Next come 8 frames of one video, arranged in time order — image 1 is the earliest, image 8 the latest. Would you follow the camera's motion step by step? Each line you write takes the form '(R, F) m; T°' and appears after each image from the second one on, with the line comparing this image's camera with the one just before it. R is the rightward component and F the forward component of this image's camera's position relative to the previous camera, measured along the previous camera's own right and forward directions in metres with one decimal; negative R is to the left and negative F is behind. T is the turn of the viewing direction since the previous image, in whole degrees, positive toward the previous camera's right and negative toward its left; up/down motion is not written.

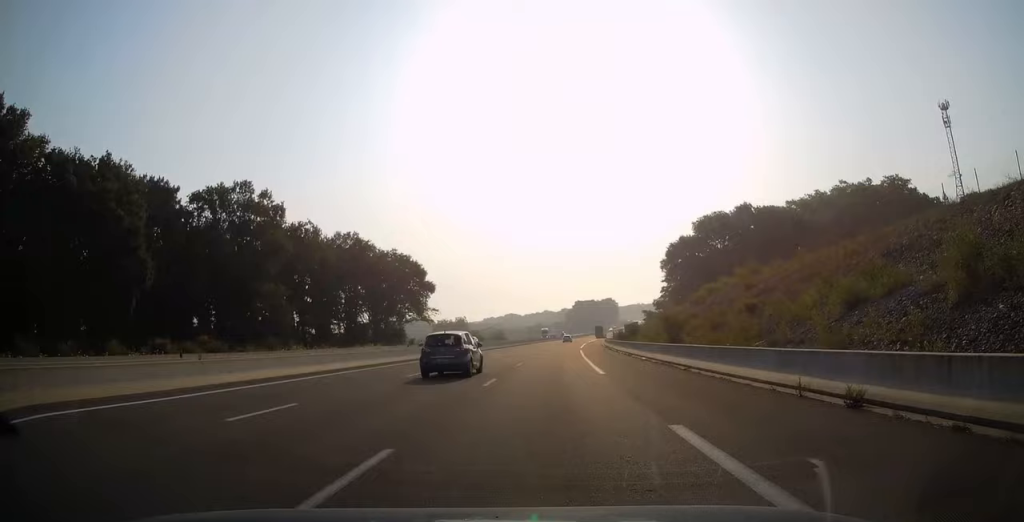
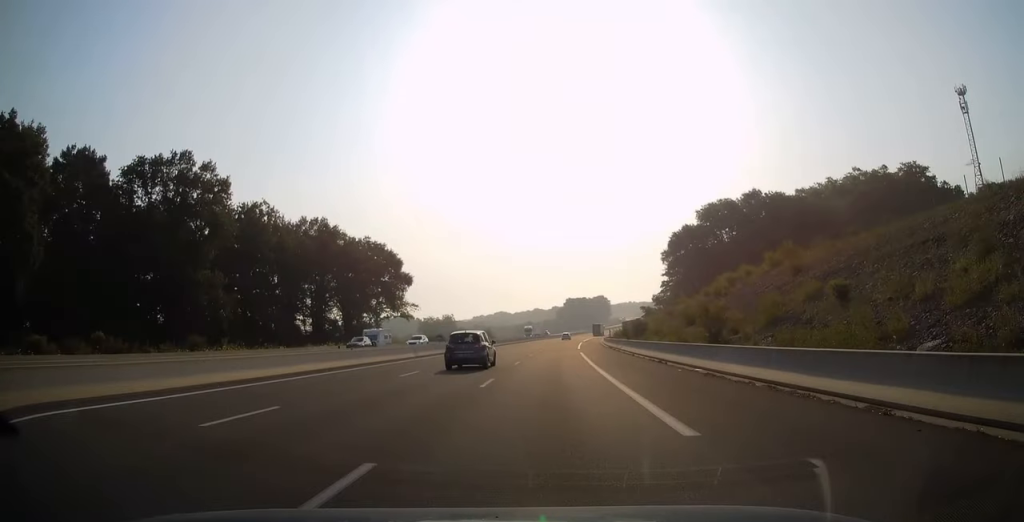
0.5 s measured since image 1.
(0.0, +13.9) m; 0°
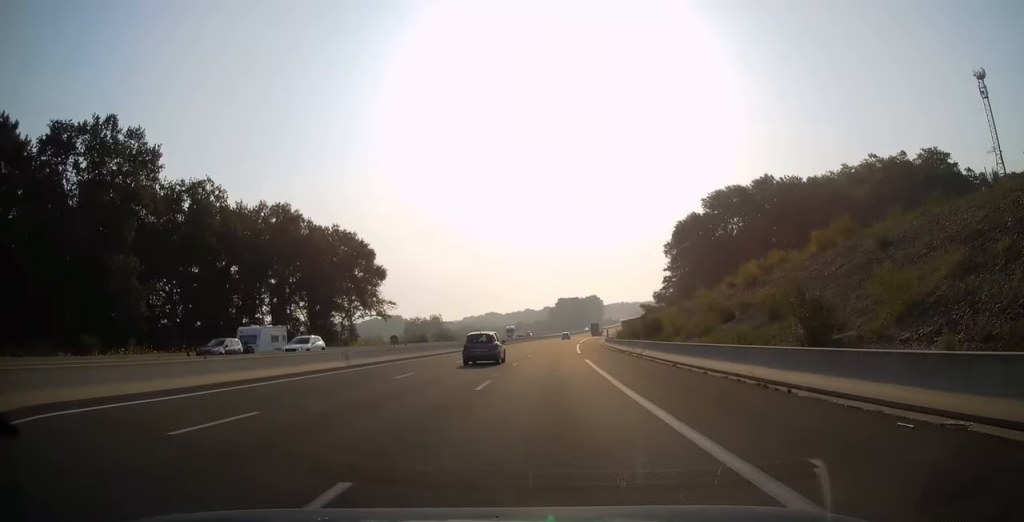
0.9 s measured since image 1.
(0.0, +13.8) m; +1°
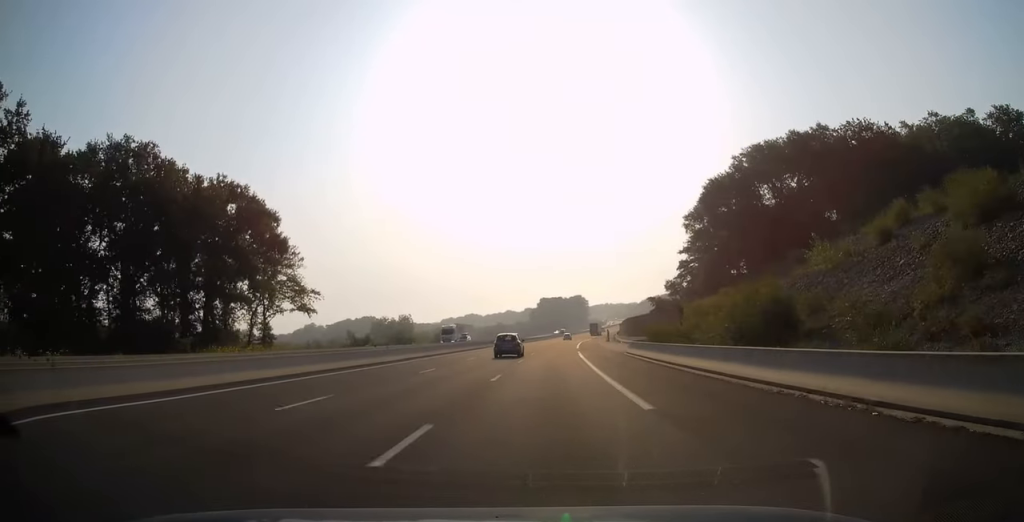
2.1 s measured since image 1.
(+0.6, +35.2) m; +2°
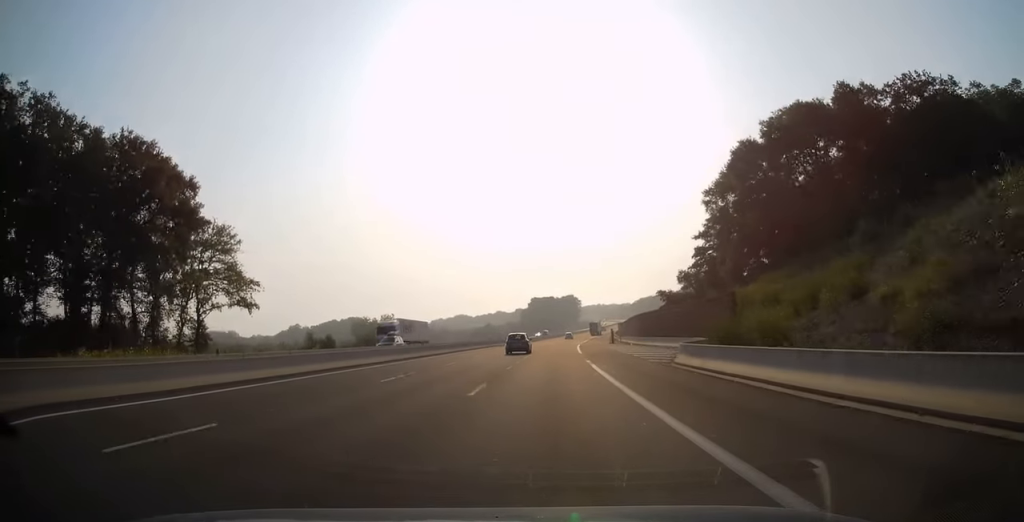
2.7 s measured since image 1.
(+0.1, +18.3) m; +1°
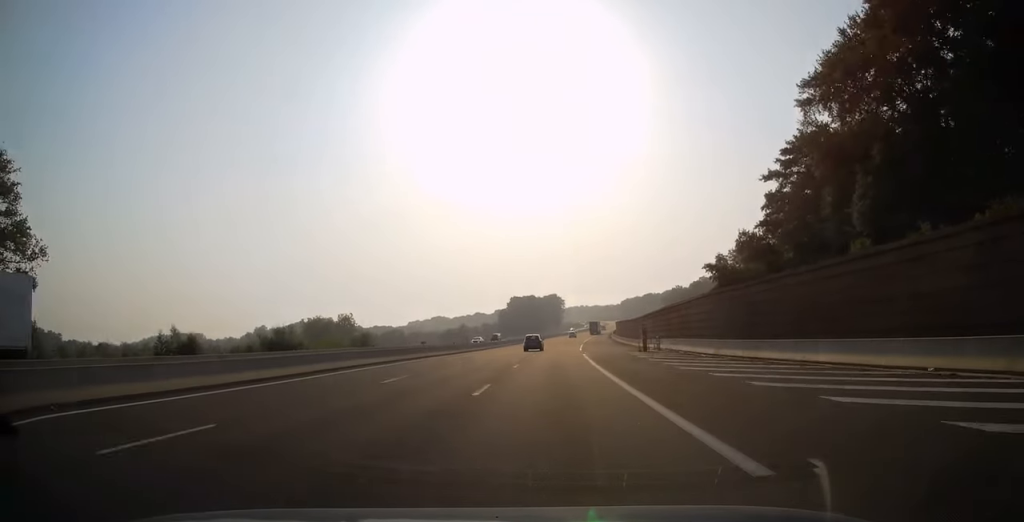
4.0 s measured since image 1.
(+0.9, +39.0) m; +2°
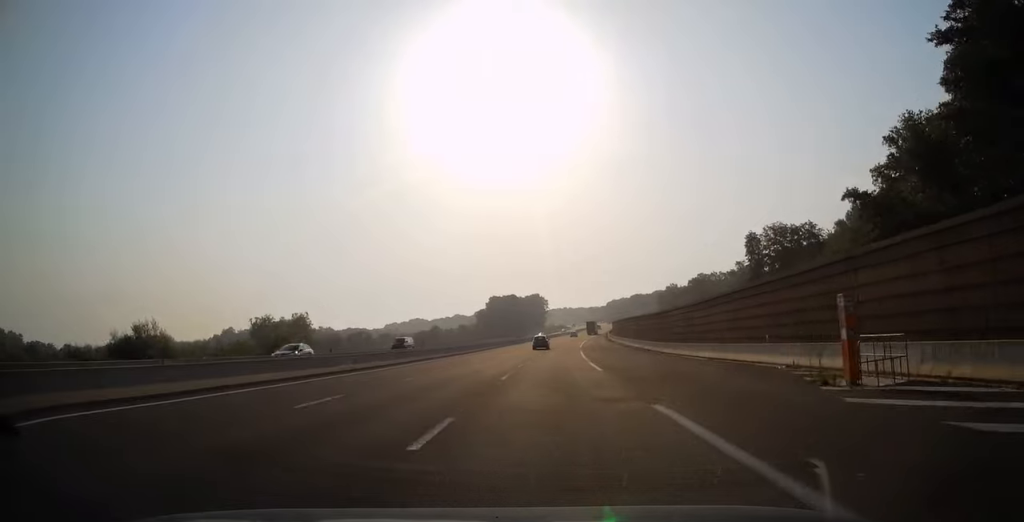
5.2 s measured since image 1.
(+0.6, +33.1) m; +2°
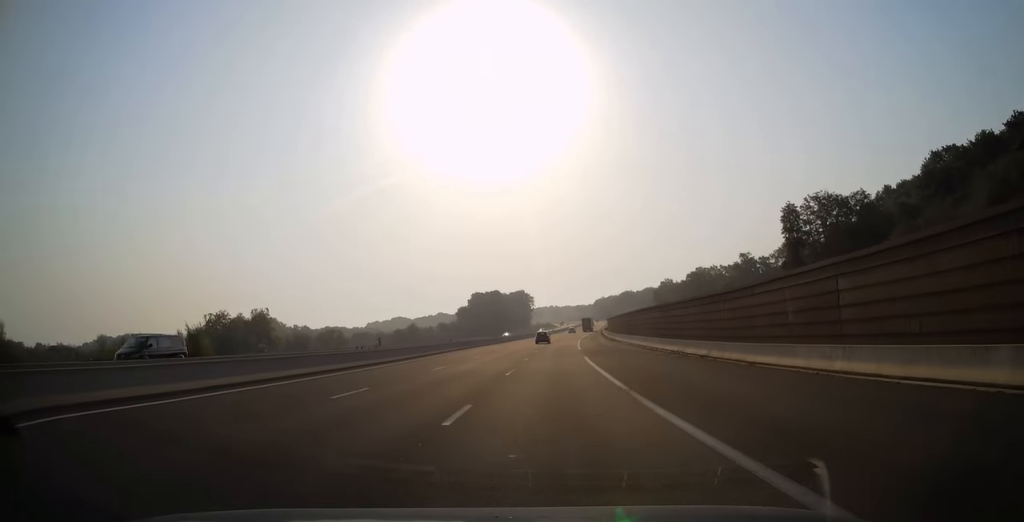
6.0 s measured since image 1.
(+0.2, +23.8) m; +1°
